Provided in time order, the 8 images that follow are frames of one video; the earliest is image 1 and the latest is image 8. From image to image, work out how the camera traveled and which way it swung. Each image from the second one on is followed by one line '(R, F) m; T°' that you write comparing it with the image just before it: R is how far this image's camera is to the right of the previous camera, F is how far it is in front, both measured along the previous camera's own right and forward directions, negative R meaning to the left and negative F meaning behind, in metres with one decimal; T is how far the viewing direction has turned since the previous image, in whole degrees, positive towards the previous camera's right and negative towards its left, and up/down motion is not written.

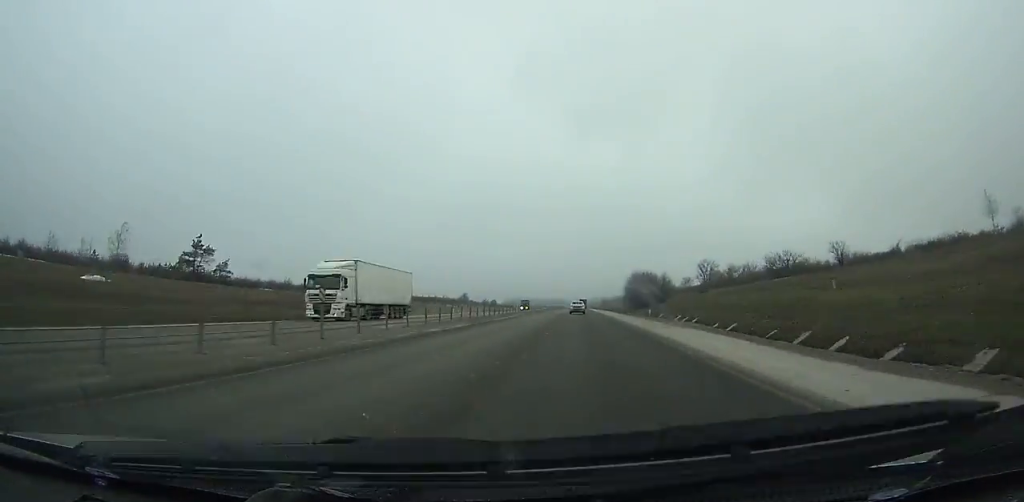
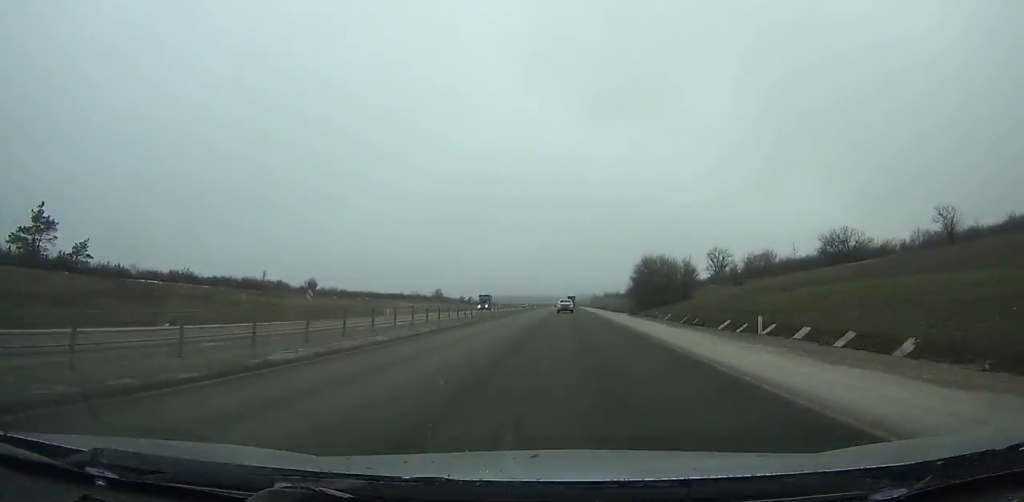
(-0.2, +29.5) m; 0°
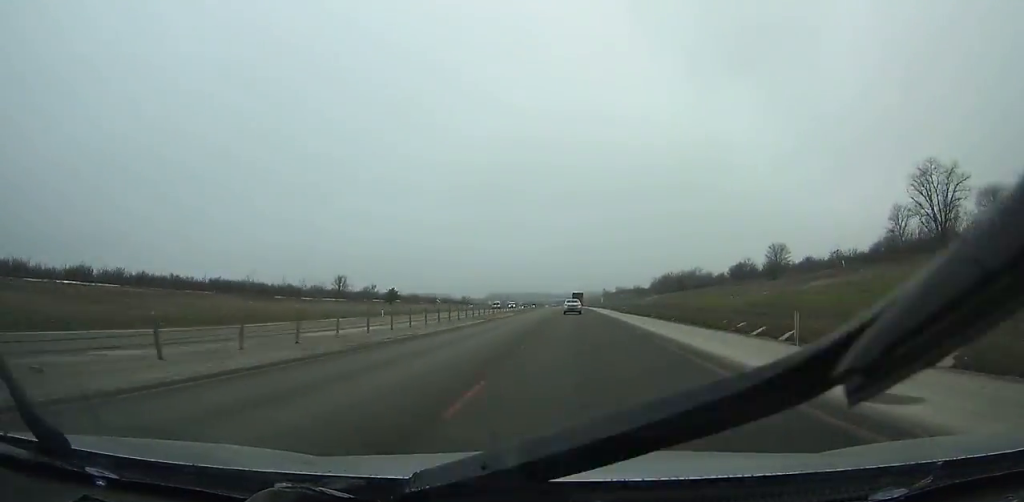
(+0.7, +100.8) m; +1°
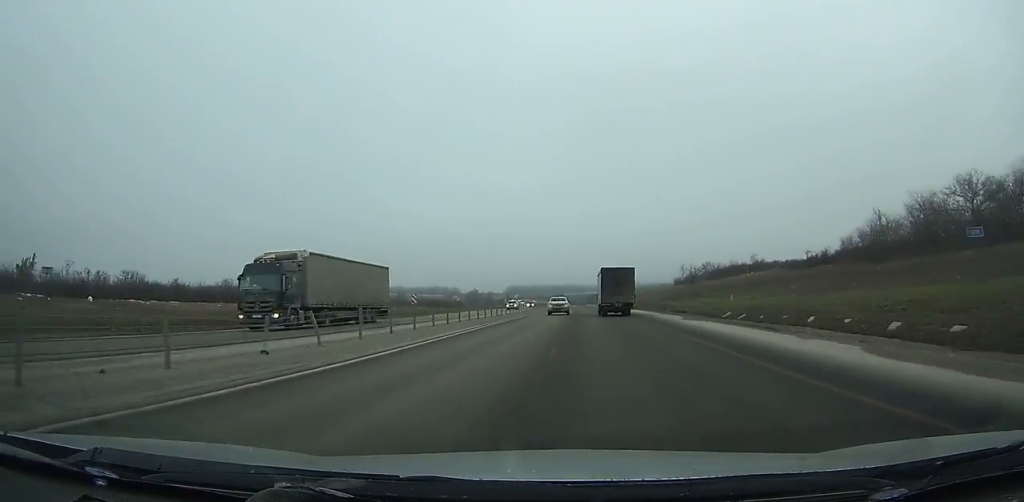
(-3.0, +192.0) m; -3°
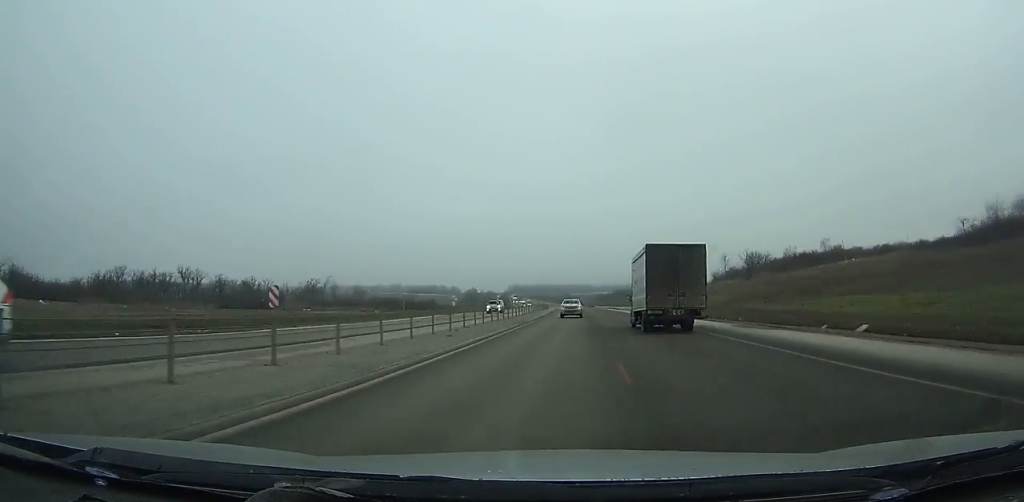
(-0.6, +43.0) m; 0°
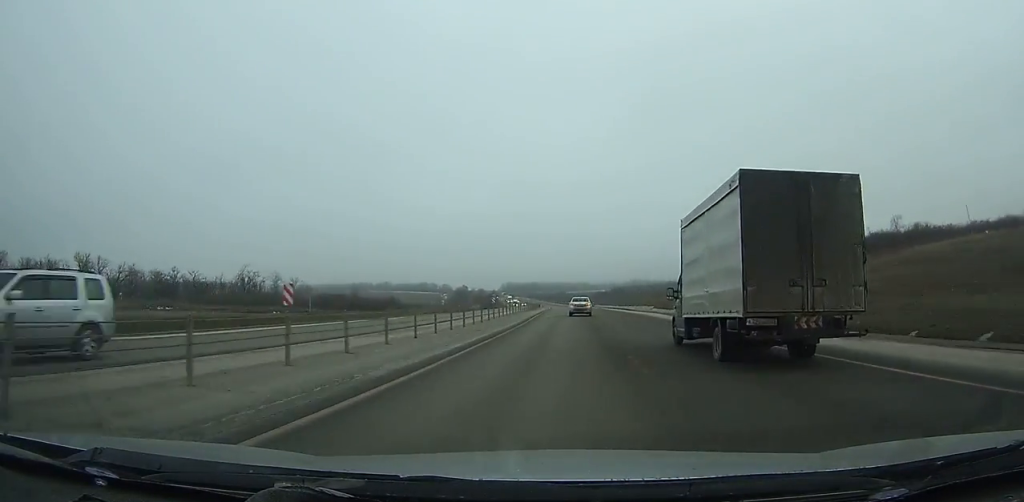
(-0.1, +29.3) m; 0°
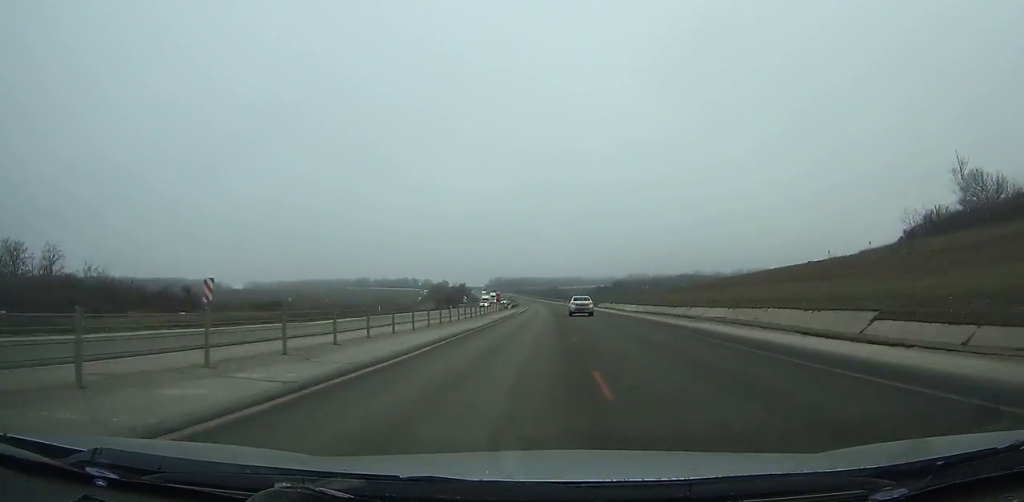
(0.0, +60.6) m; -1°
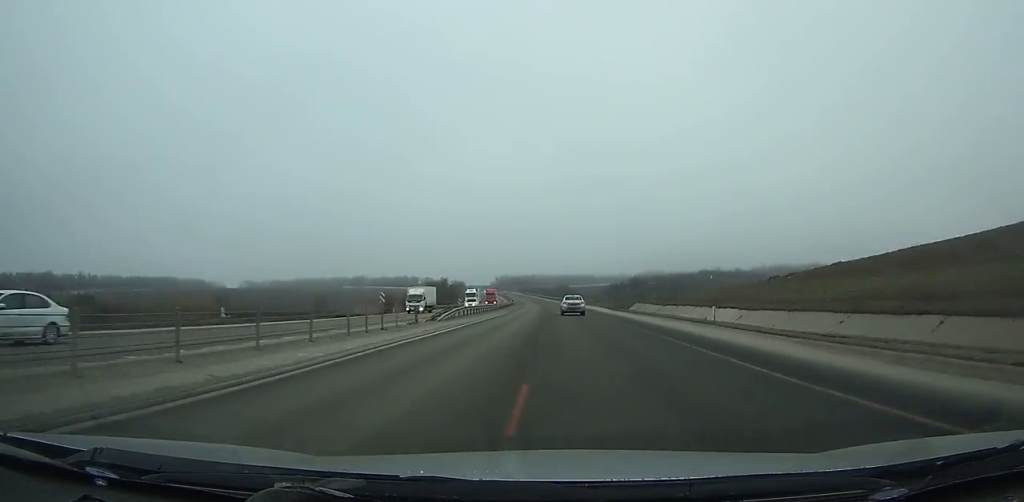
(-0.2, +46.9) m; -1°
